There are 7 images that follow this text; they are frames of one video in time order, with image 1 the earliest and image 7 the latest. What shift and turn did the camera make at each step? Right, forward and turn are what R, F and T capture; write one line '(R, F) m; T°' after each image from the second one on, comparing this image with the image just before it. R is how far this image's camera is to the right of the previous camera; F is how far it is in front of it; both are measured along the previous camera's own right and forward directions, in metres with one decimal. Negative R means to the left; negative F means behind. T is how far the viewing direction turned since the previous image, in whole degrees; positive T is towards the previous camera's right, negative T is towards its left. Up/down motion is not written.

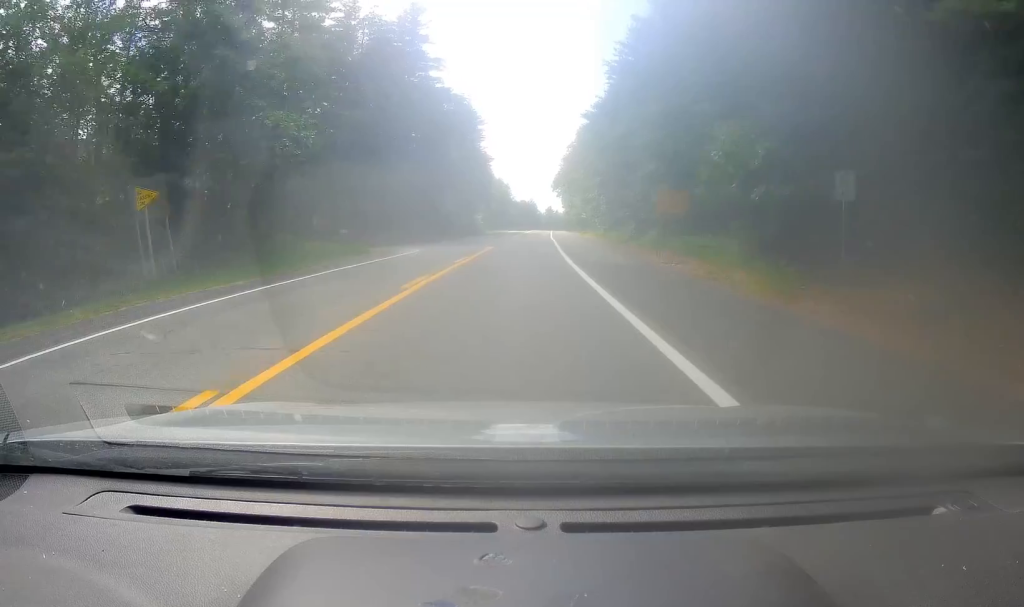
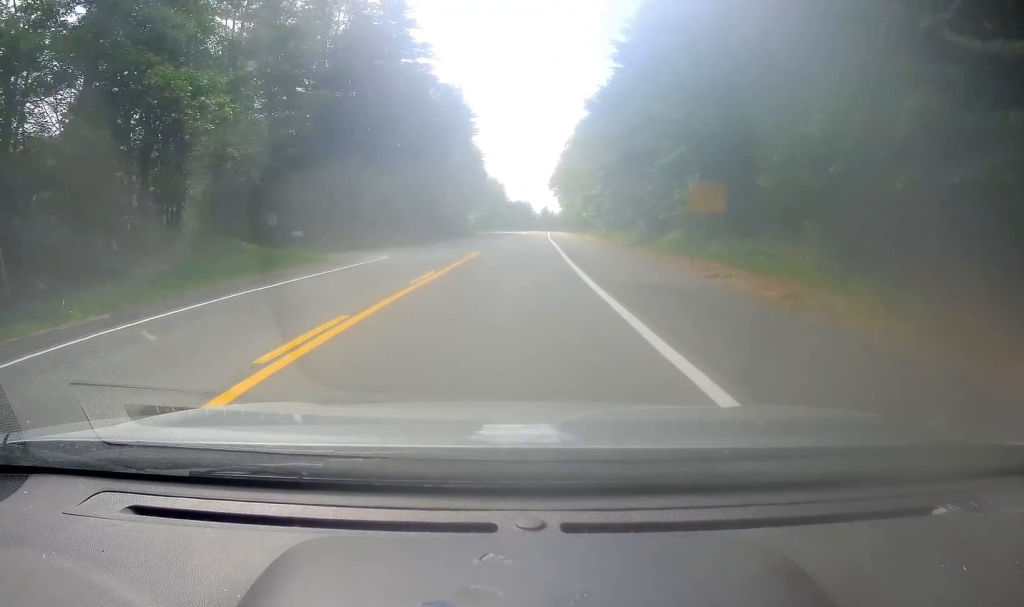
(+0.3, +24.7) m; +3°
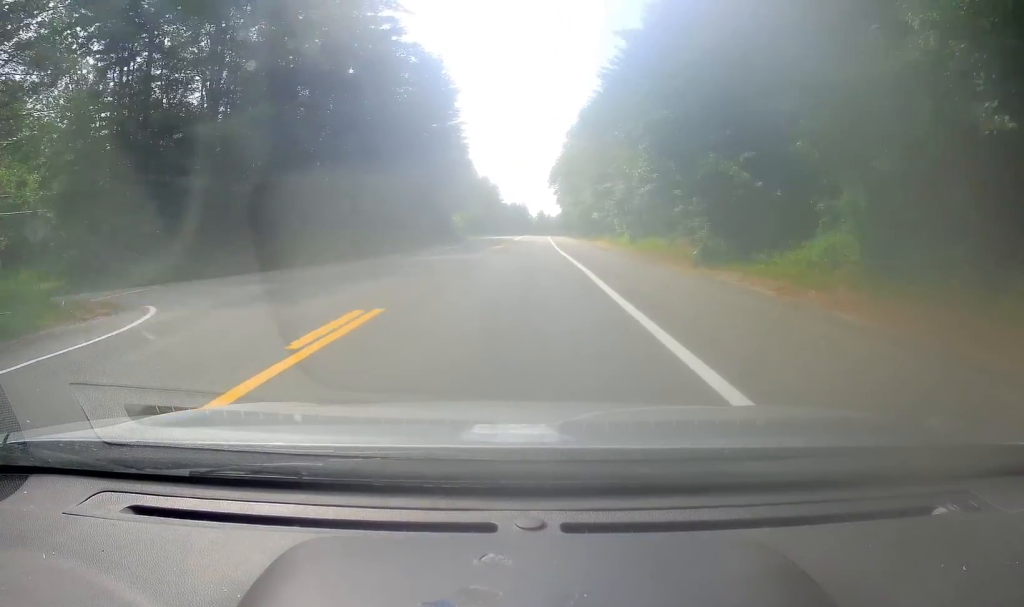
(+0.7, +19.5) m; 0°
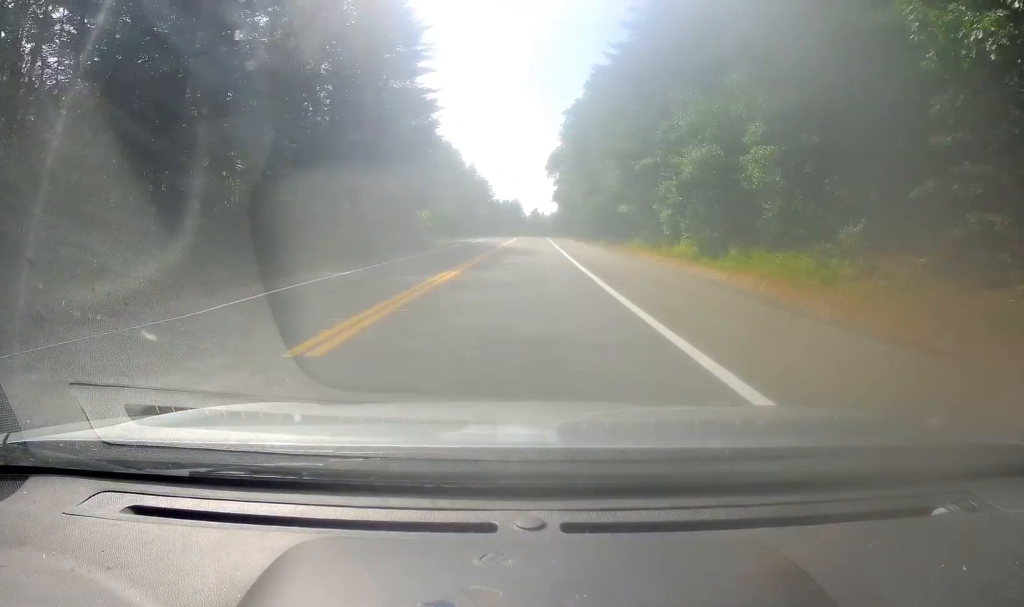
(-0.9, +25.6) m; -1°
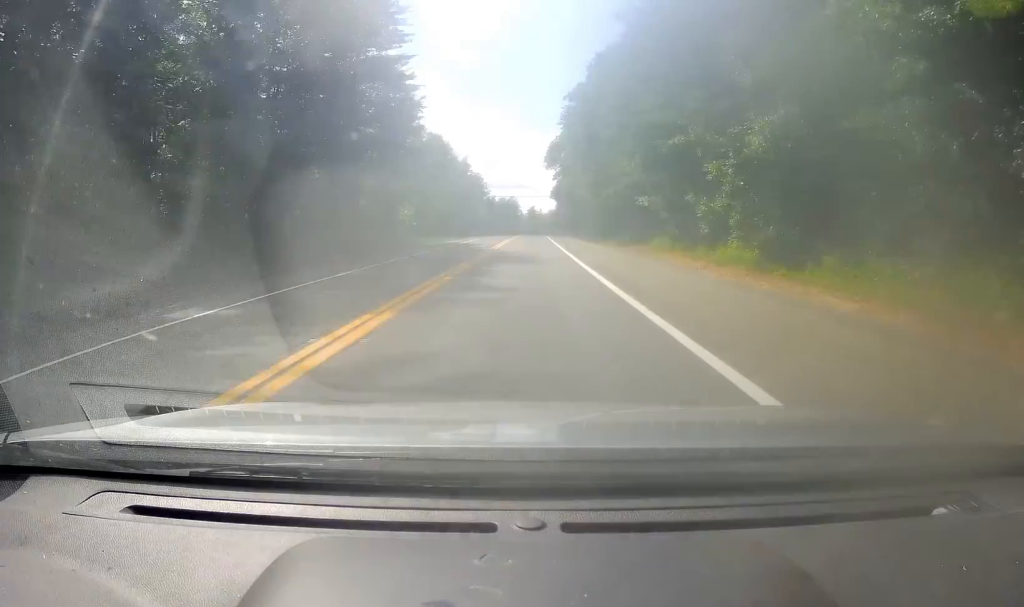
(+0.3, +9.0) m; +1°
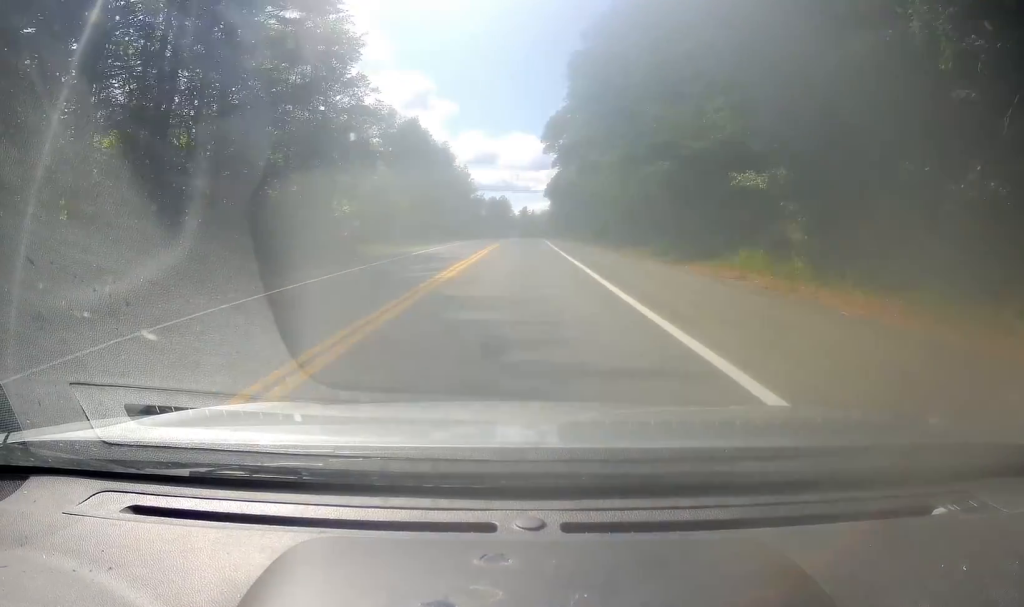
(+0.4, +20.9) m; 0°
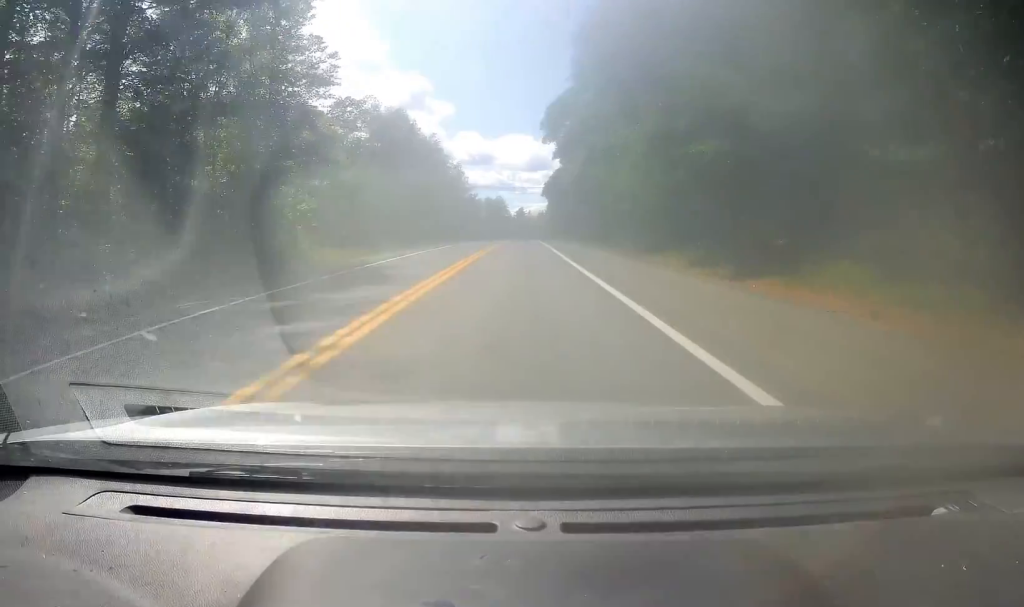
(+0.2, +9.2) m; -1°
